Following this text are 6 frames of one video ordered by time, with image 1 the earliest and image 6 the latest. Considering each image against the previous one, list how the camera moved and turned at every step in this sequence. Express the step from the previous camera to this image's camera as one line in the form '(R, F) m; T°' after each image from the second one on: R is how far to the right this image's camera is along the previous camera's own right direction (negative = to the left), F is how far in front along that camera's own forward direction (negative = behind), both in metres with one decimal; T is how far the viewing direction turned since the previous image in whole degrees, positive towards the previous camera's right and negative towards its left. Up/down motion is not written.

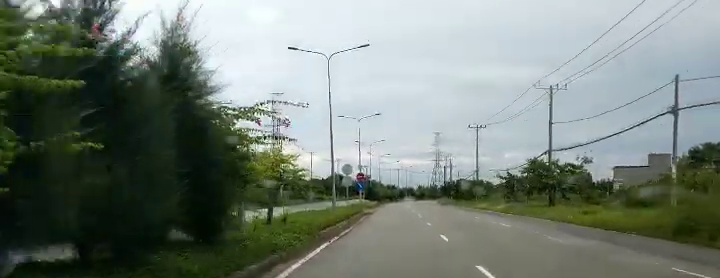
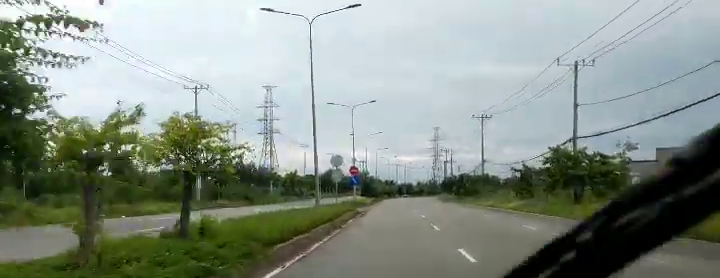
(+0.1, +8.5) m; -1°
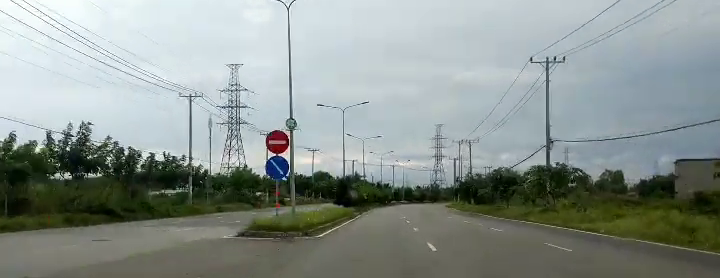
(-0.9, +42.2) m; +1°
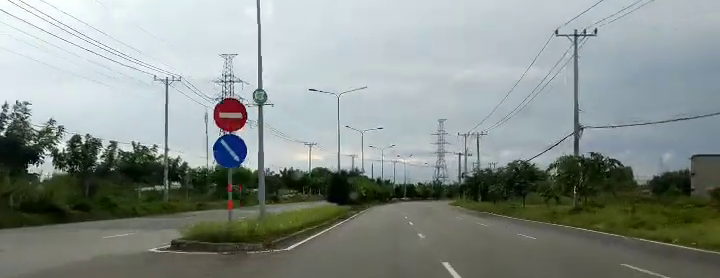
(0.0, +7.7) m; +1°
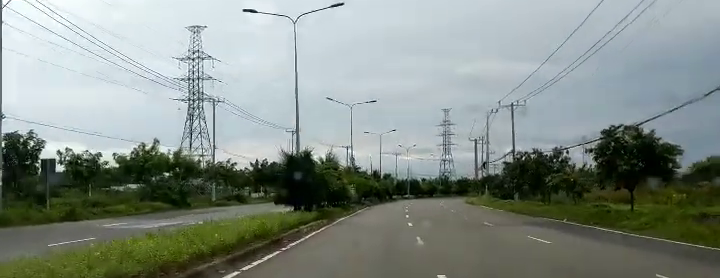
(-0.2, +27.0) m; -3°
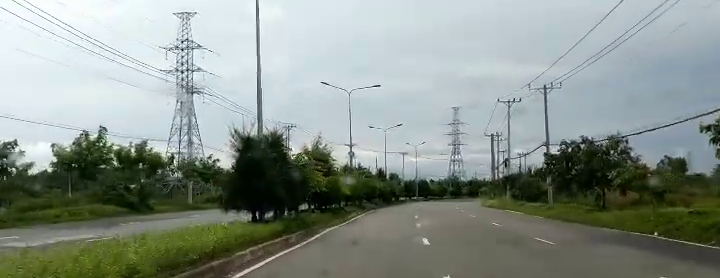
(-0.6, +11.6) m; -1°
